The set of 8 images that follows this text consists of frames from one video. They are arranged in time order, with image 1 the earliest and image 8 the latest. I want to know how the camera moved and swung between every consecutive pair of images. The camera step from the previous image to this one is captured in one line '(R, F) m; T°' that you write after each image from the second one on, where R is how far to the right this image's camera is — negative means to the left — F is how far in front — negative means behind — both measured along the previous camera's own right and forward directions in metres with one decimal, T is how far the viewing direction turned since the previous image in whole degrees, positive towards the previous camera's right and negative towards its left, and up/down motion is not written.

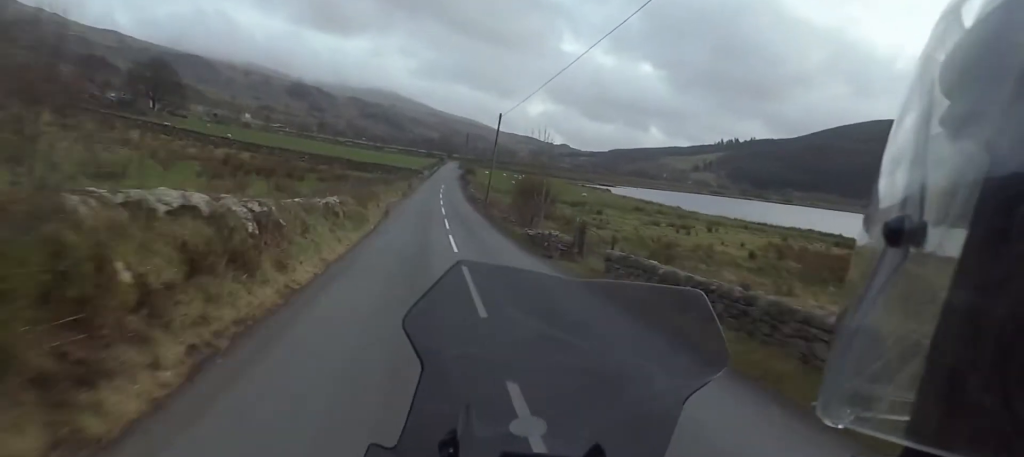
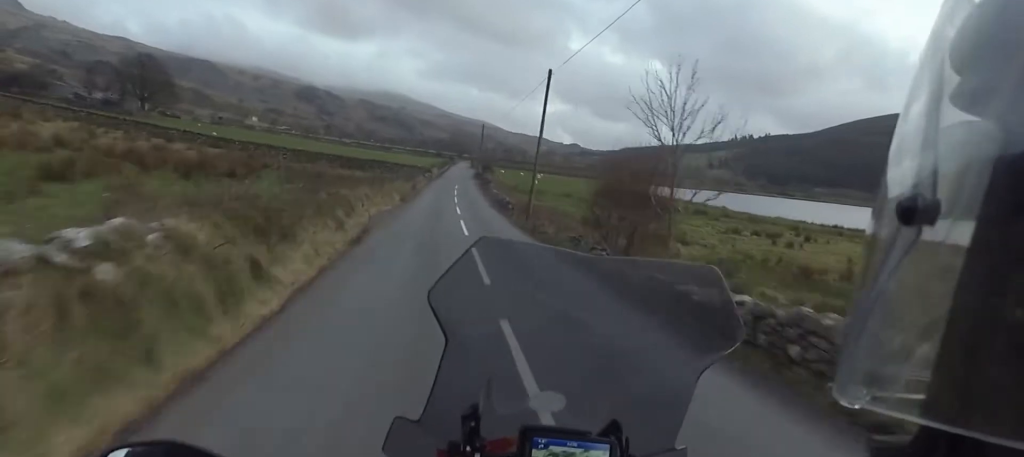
(+0.4, +14.3) m; 0°
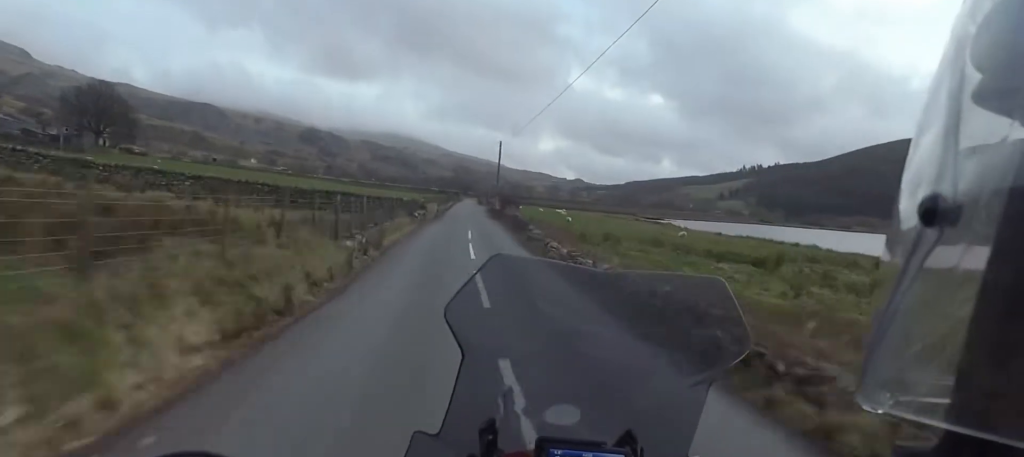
(+0.3, +24.7) m; 0°
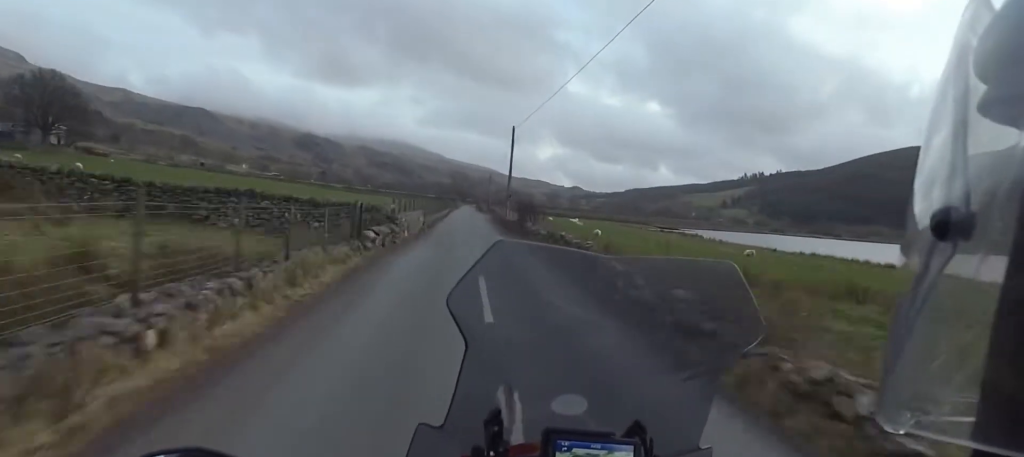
(-0.5, +17.0) m; +1°
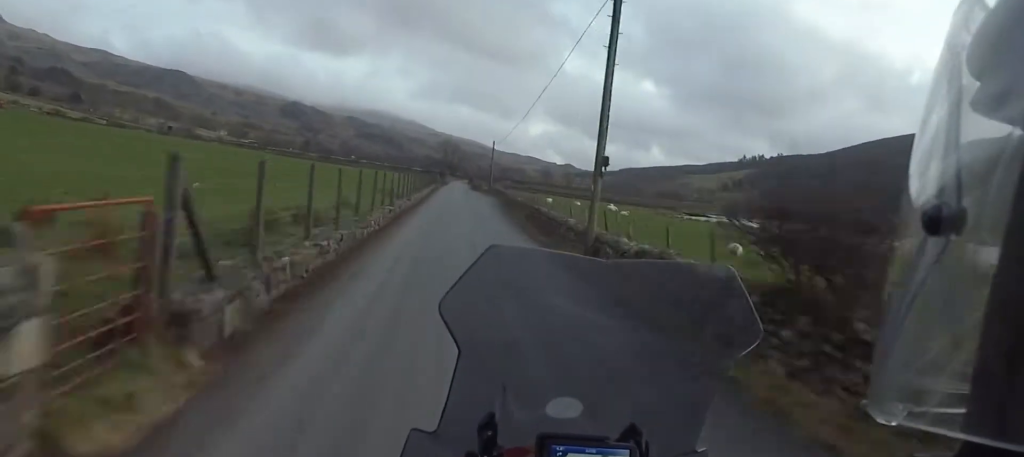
(+0.8, +31.4) m; +1°
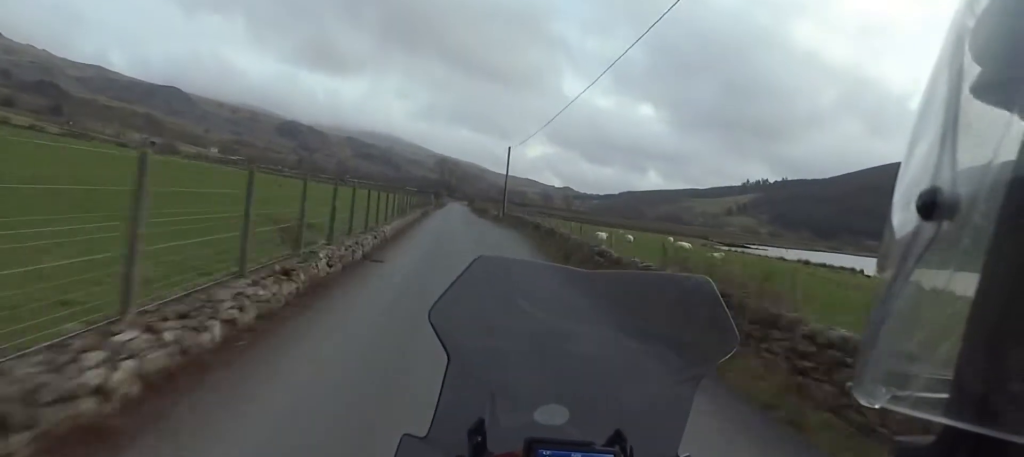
(-0.1, +23.4) m; 0°
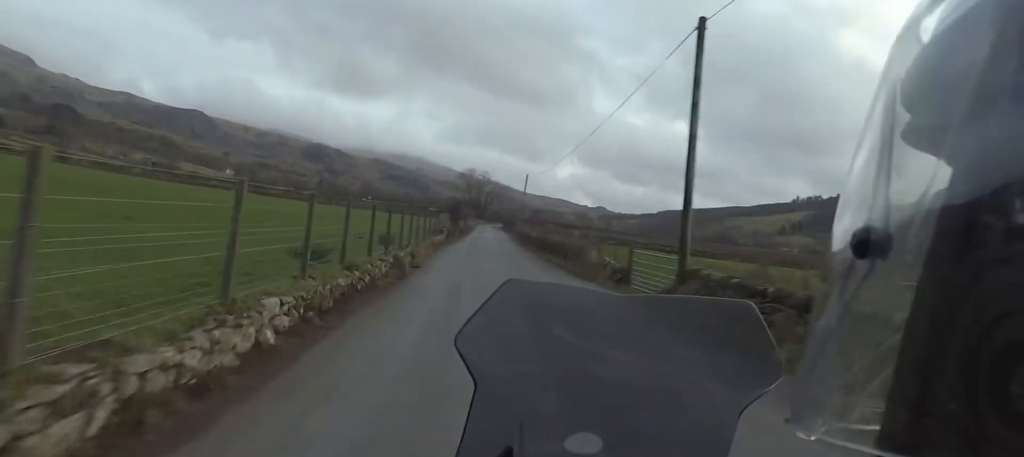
(-0.1, +40.9) m; +1°
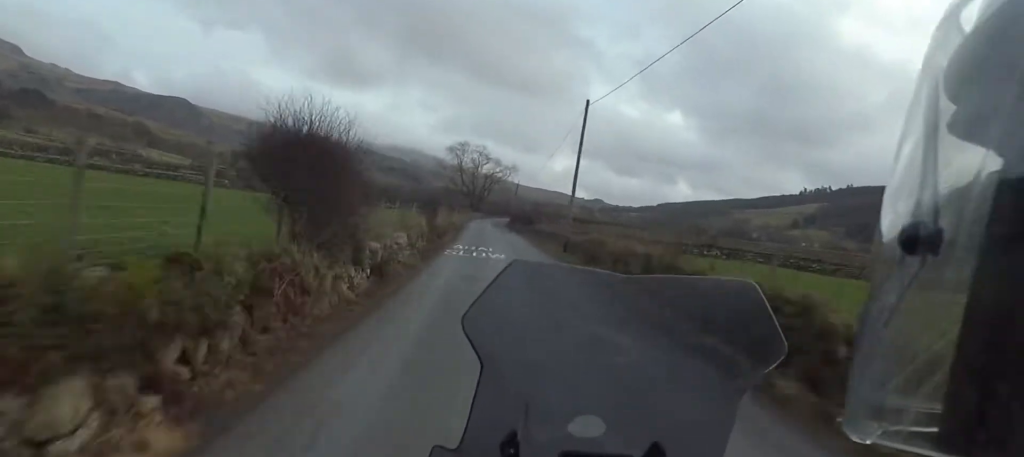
(-0.1, +44.0) m; -1°
